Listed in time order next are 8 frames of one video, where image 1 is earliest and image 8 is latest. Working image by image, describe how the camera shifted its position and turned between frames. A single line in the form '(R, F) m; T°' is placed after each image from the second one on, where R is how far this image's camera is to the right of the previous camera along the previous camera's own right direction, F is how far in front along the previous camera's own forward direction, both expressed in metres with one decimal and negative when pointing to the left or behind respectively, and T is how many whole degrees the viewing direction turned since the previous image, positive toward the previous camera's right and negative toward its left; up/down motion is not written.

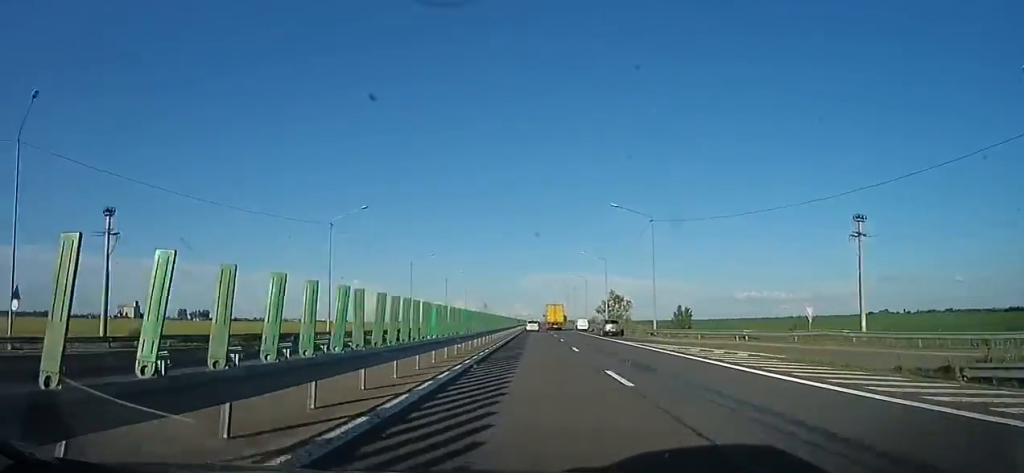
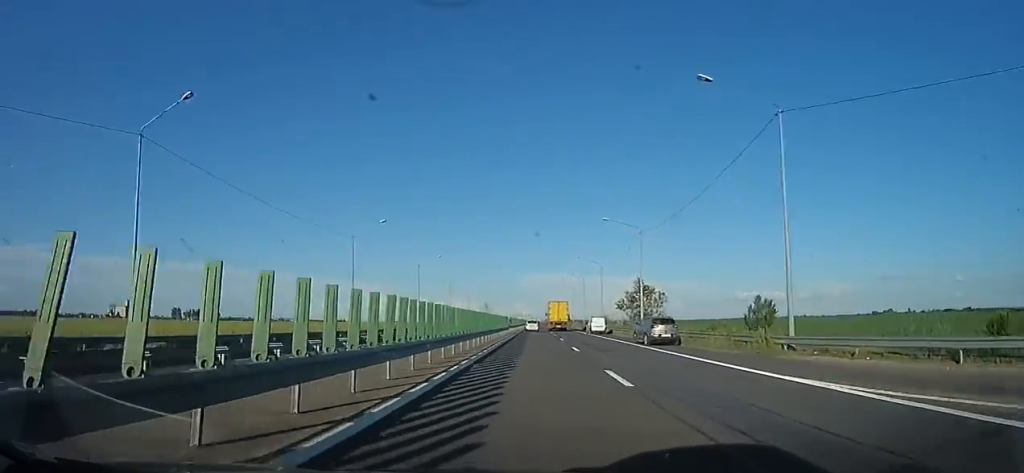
(-0.7, +24.3) m; 0°
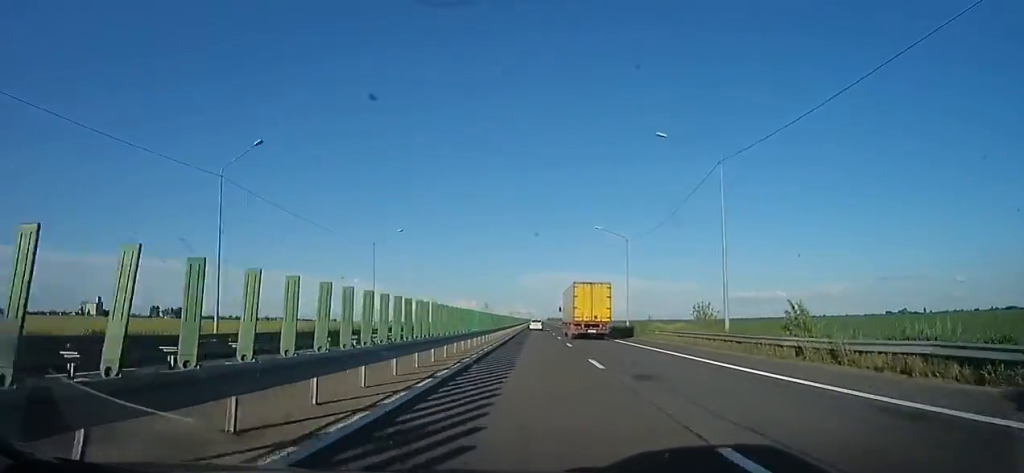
(+1.7, +80.8) m; +1°
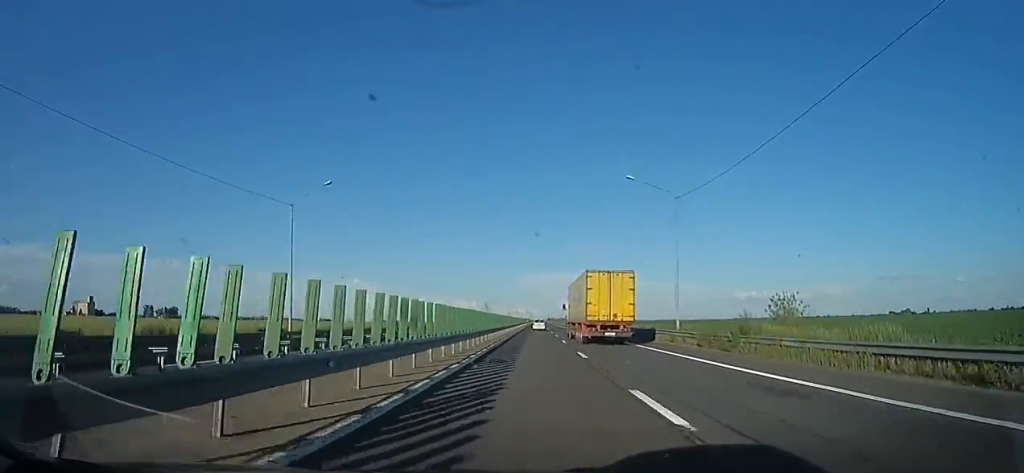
(0.0, +20.1) m; 0°
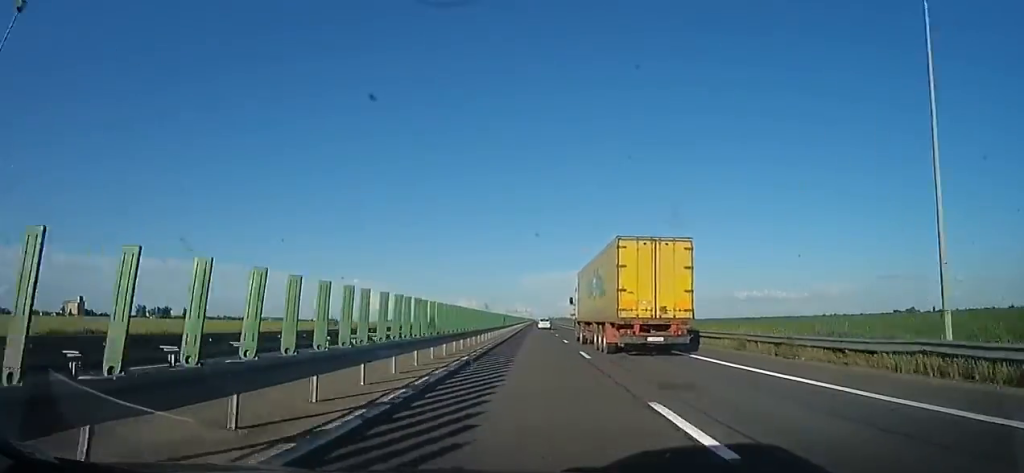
(0.0, +25.6) m; 0°
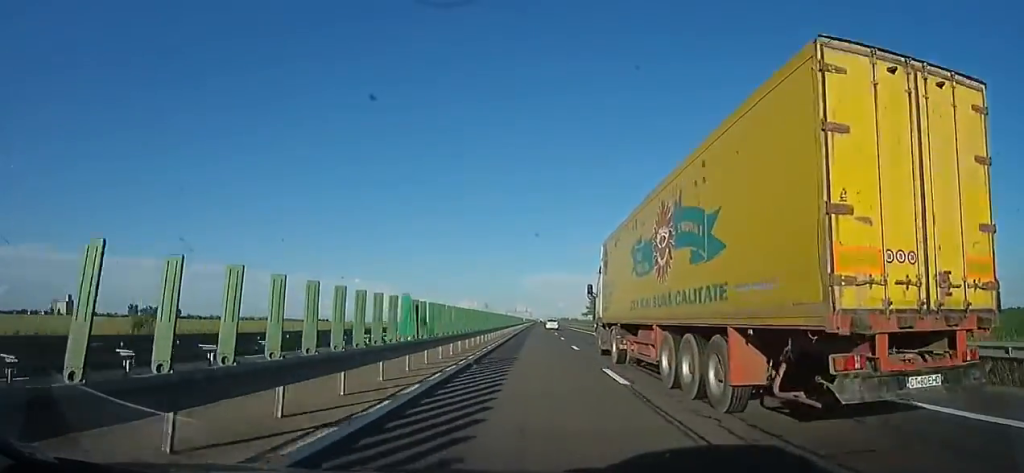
(+0.2, +31.0) m; 0°
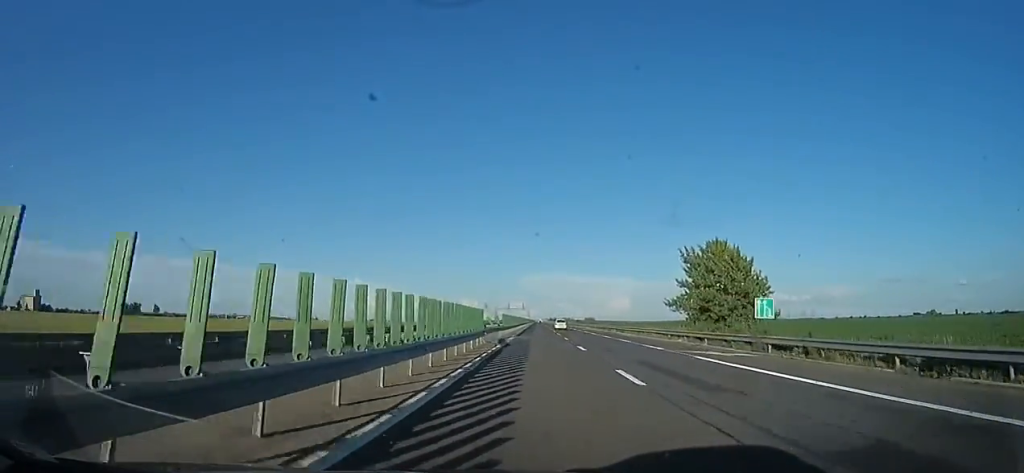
(-1.1, +72.9) m; 0°
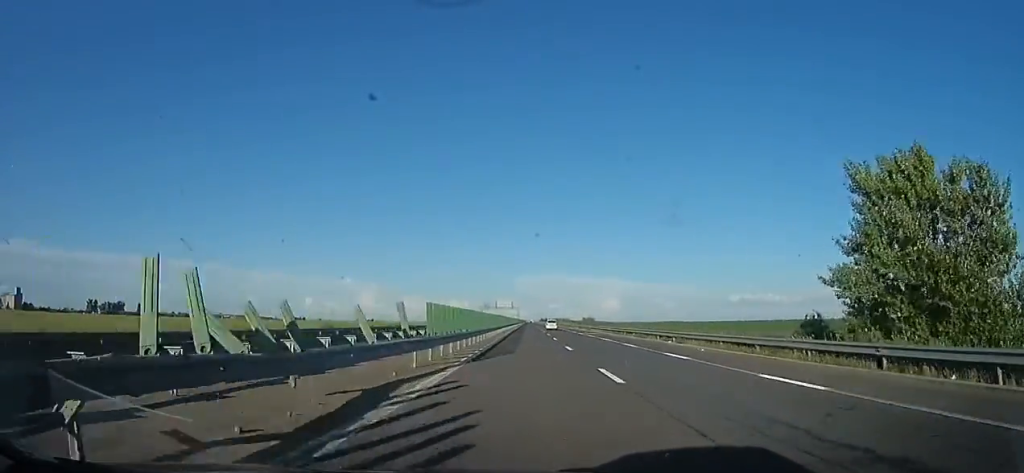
(+0.5, +23.9) m; +1°
